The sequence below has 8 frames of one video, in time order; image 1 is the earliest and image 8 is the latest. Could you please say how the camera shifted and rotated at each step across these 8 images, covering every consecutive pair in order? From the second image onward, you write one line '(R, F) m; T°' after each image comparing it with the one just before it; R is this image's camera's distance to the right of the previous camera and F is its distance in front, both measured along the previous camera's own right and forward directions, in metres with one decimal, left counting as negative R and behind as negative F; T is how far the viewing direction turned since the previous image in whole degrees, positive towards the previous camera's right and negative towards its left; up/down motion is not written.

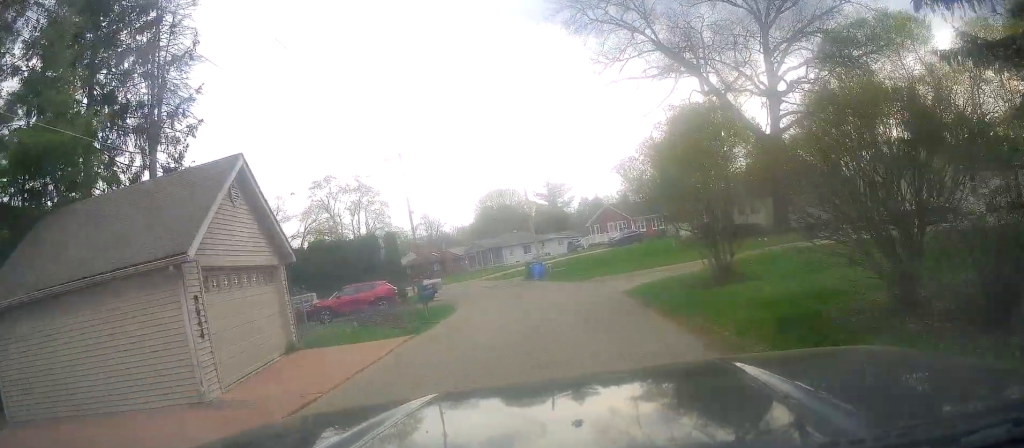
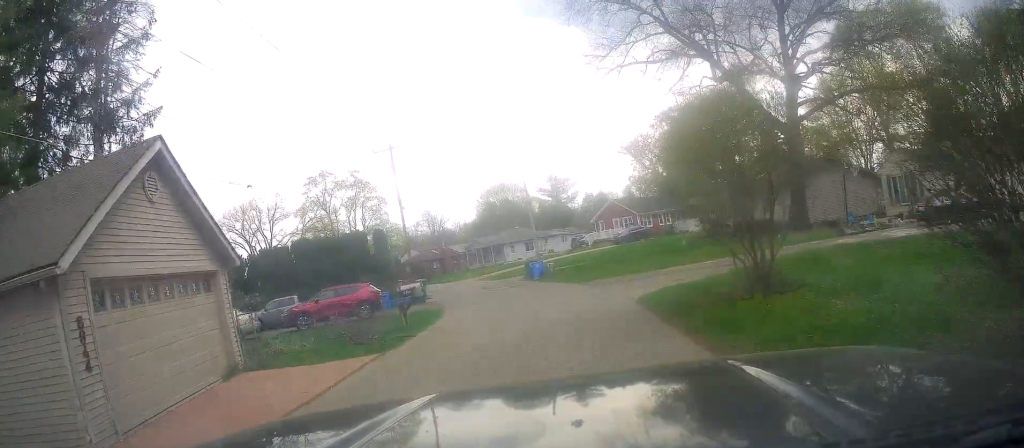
(-0.2, +3.1) m; -4°
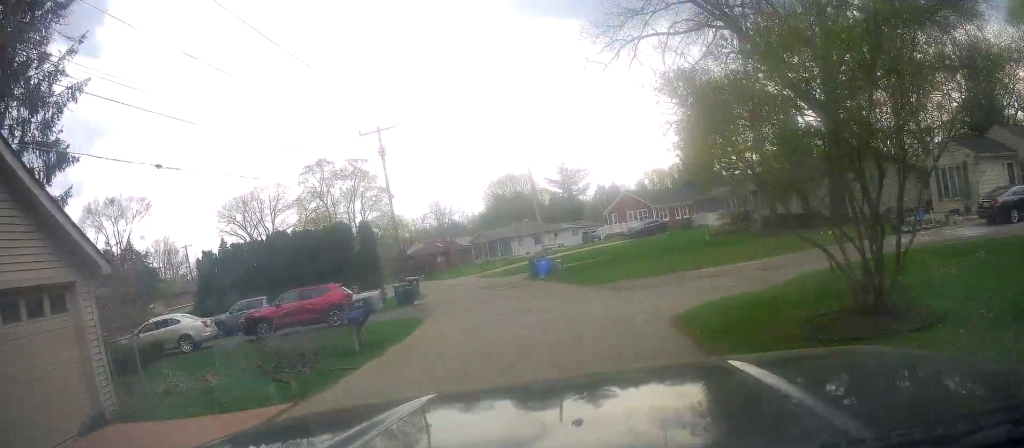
(0.0, +4.6) m; -7°
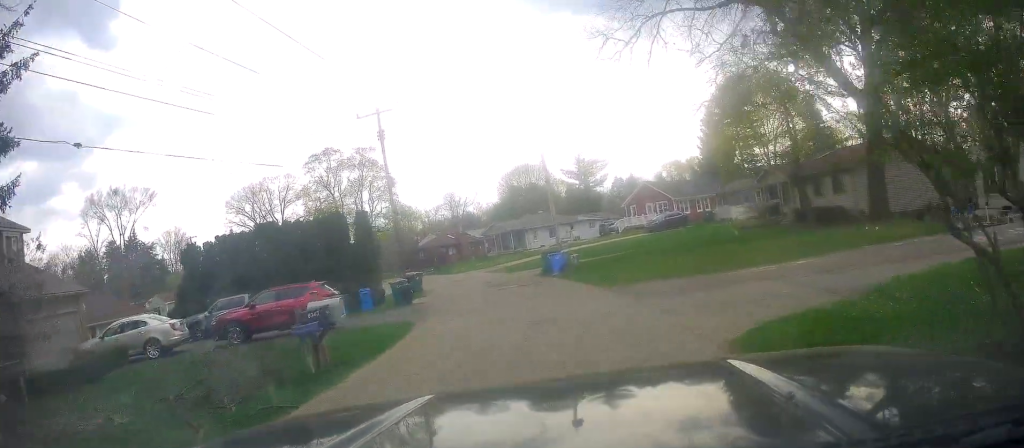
(+0.2, +3.1) m; -14°
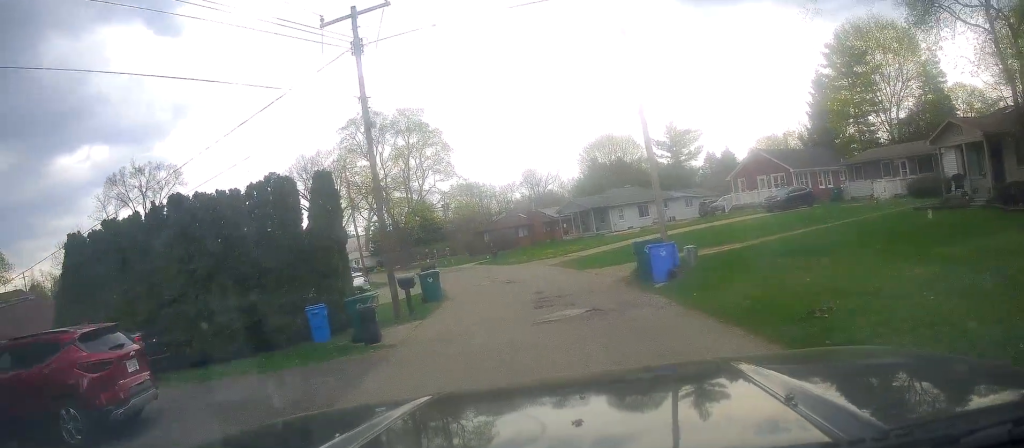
(+2.0, +11.5) m; +25°
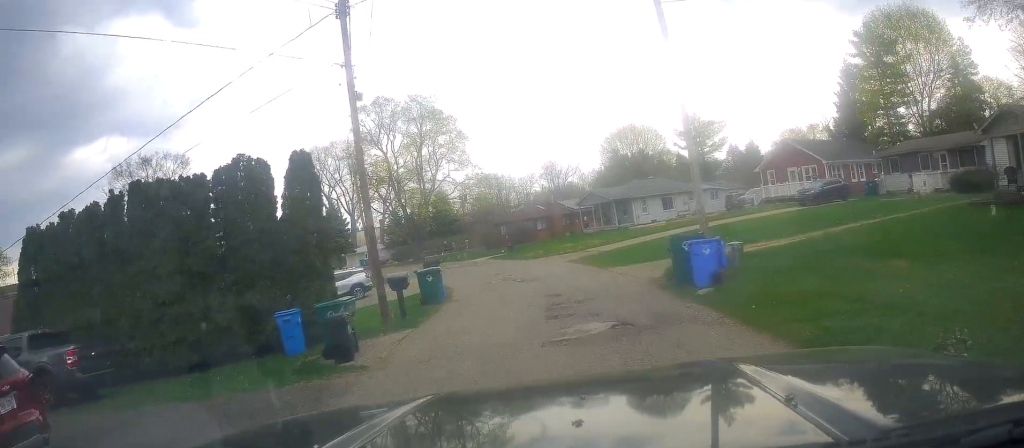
(-0.6, +2.7) m; -9°
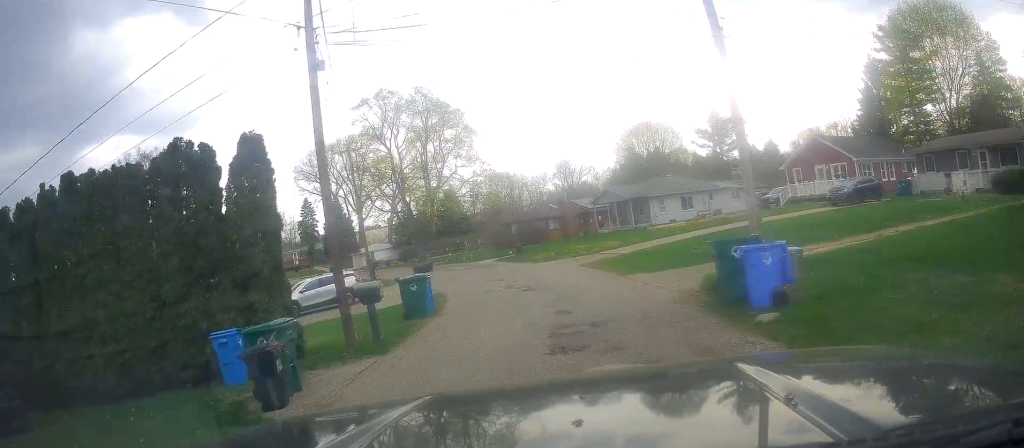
(-0.5, +3.2) m; -8°
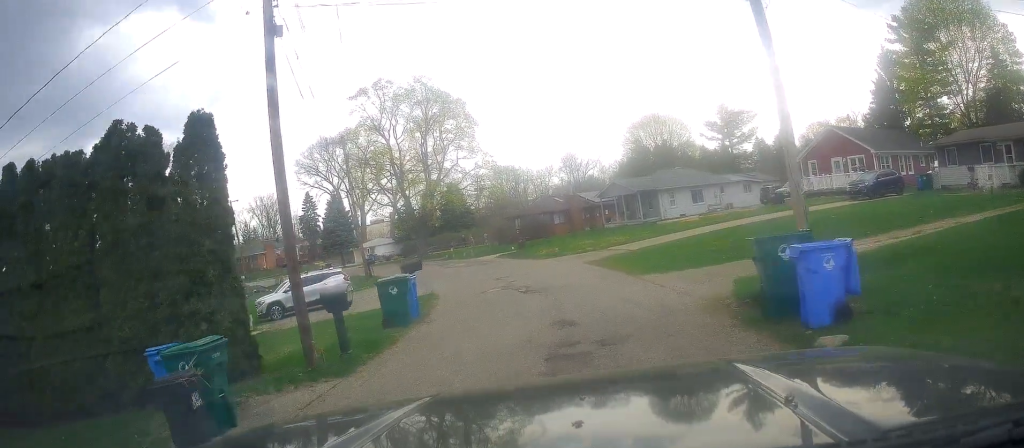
(0.0, +2.2) m; 0°
